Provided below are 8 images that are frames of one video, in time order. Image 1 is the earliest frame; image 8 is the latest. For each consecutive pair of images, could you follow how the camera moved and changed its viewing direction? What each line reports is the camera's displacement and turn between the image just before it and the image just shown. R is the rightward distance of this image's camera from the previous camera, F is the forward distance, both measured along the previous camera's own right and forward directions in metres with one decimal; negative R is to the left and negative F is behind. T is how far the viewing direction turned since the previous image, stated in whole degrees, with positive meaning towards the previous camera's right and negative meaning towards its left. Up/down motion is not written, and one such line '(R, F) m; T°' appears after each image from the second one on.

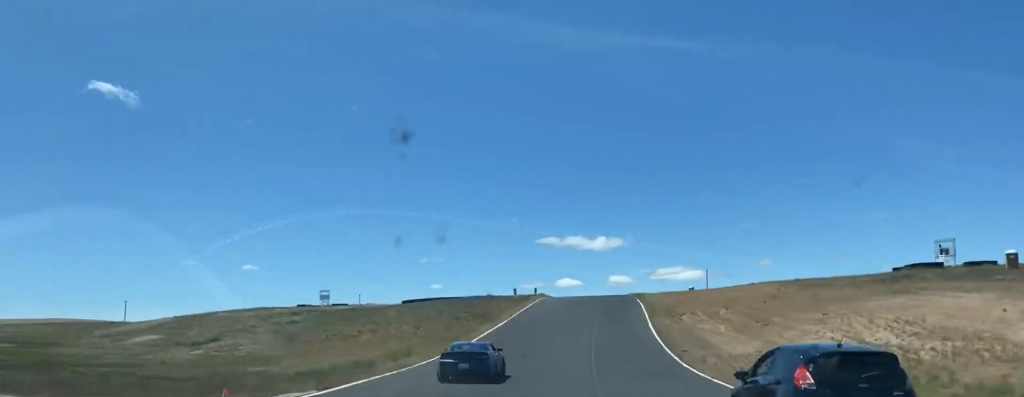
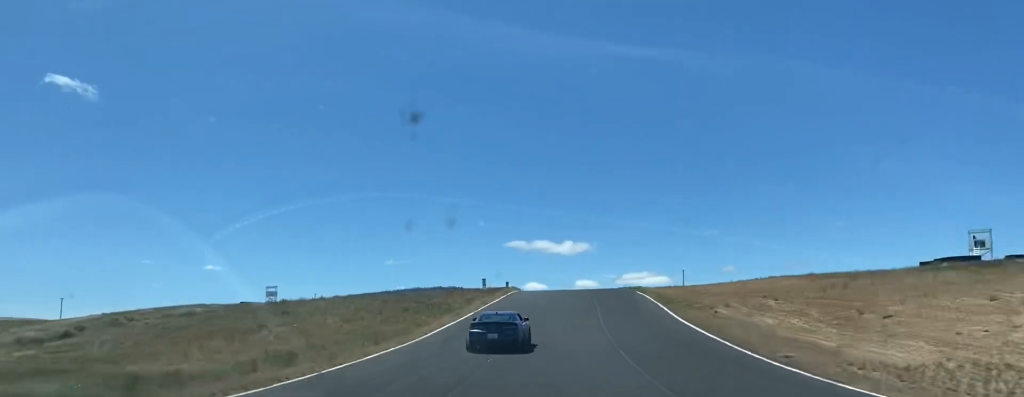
(+0.5, +18.0) m; +1°
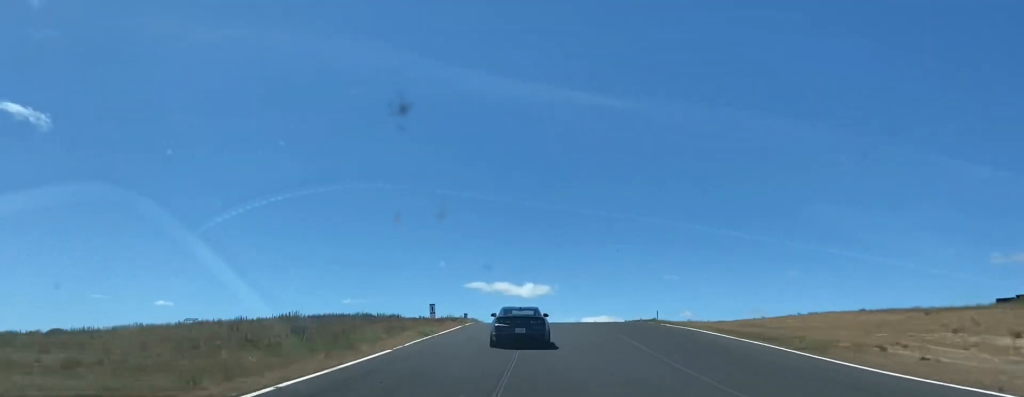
(+0.3, +23.6) m; +2°
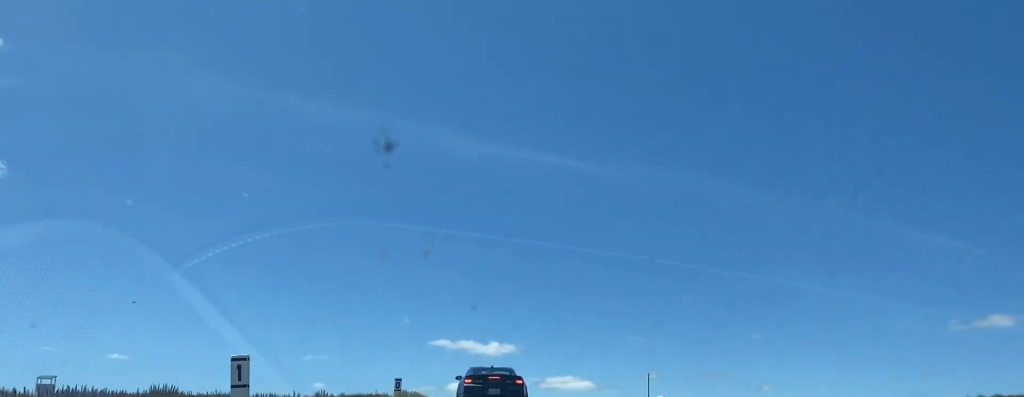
(+0.9, +37.4) m; +2°
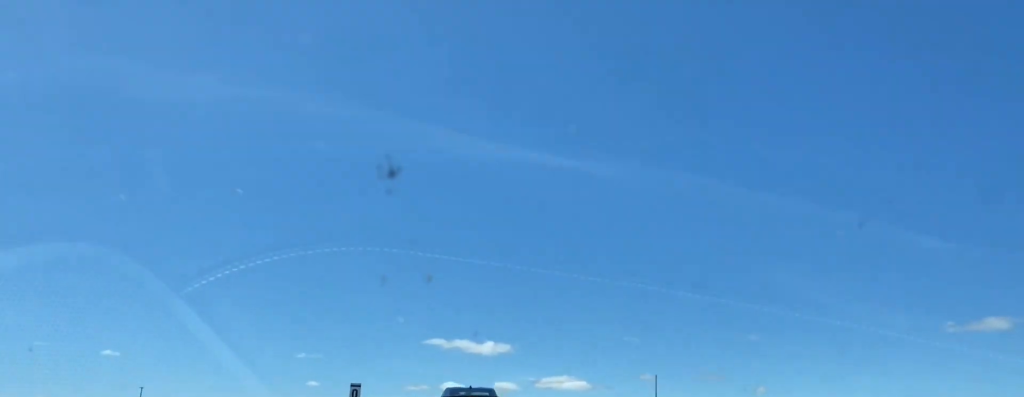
(+0.1, +15.0) m; +1°
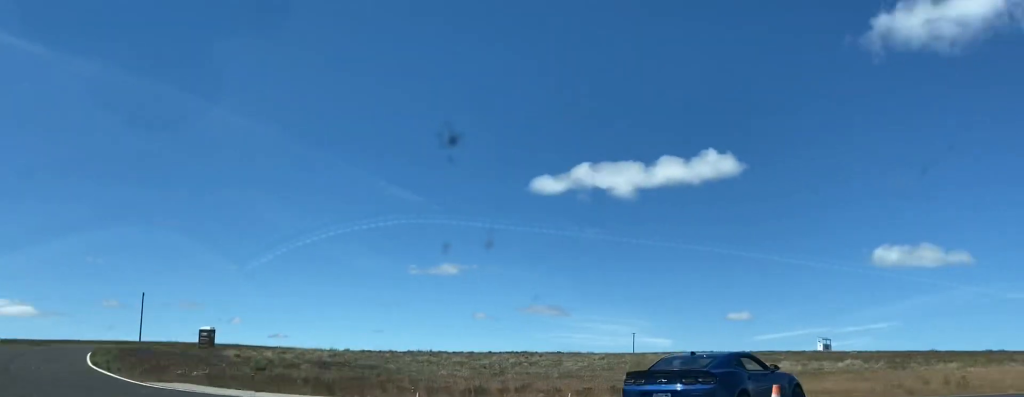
(+6.6, +55.9) m; +34°
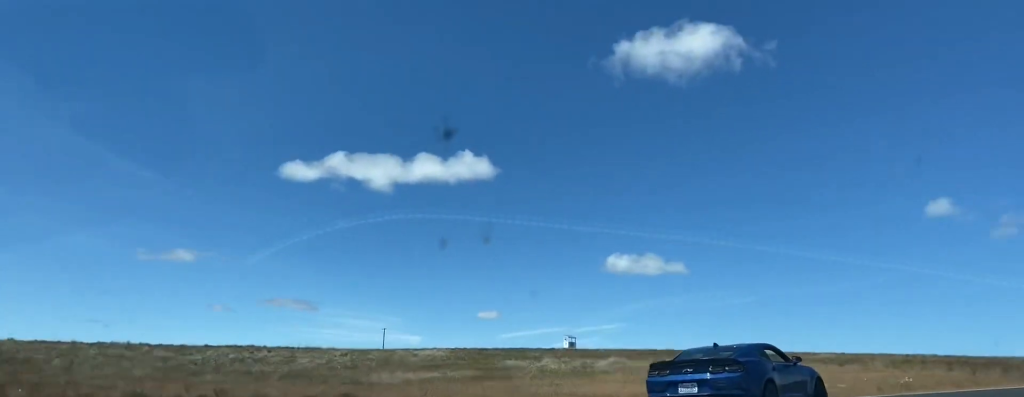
(+1.4, +8.5) m; +17°
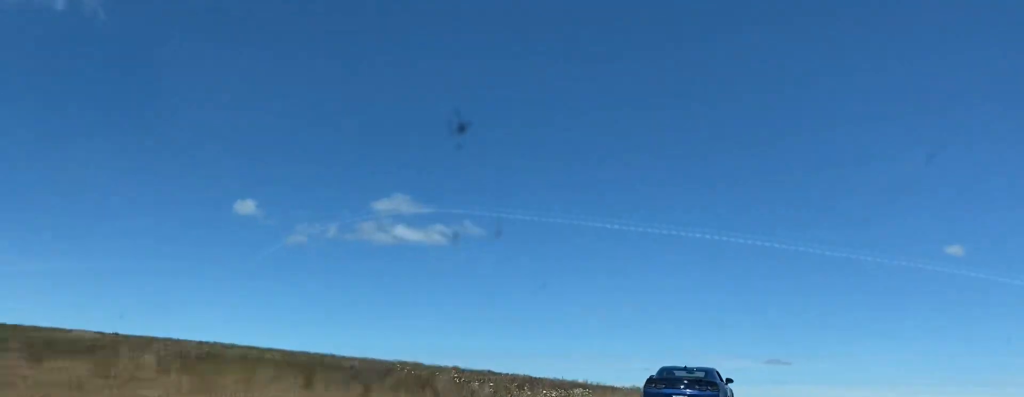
(+12.8, +24.5) m; +57°
